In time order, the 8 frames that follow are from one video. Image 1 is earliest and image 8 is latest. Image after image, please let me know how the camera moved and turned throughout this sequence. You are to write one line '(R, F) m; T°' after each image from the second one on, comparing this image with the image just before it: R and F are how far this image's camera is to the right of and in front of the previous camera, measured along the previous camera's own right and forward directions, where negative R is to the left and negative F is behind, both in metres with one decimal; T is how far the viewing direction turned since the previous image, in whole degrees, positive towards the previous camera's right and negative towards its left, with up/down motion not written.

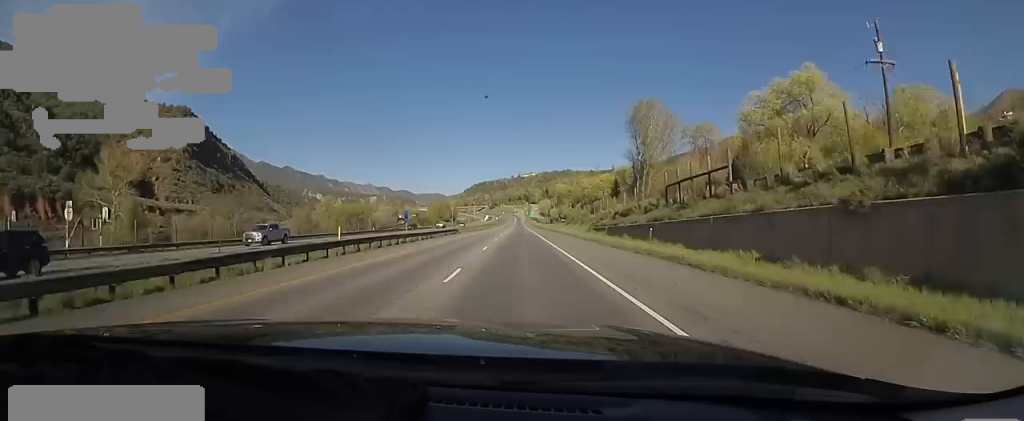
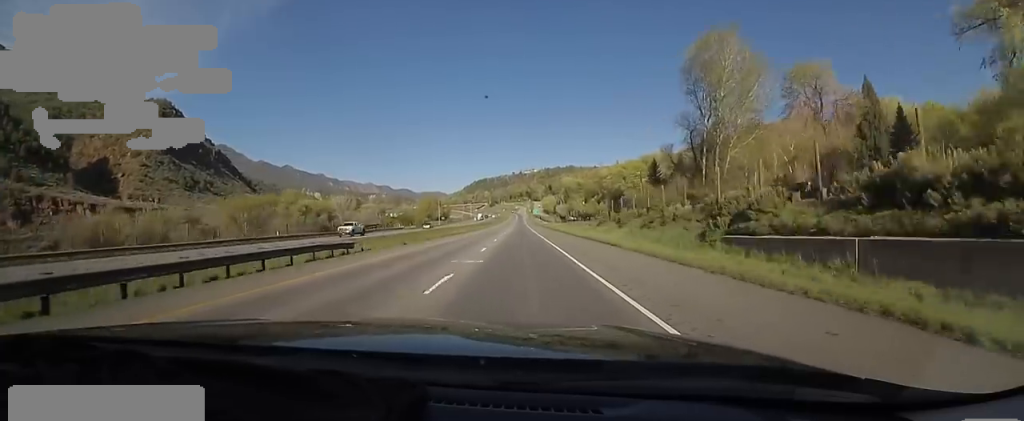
(-1.2, +37.6) m; 0°
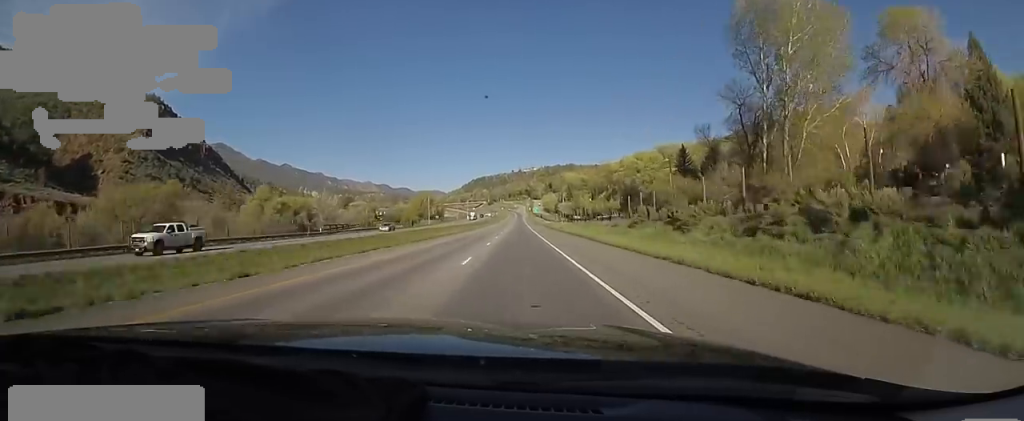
(+0.9, +17.8) m; 0°
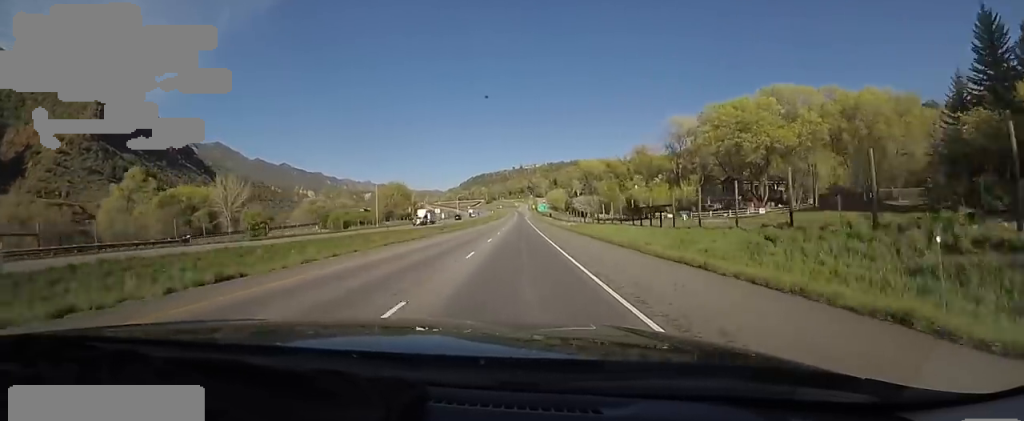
(-0.2, +57.8) m; 0°
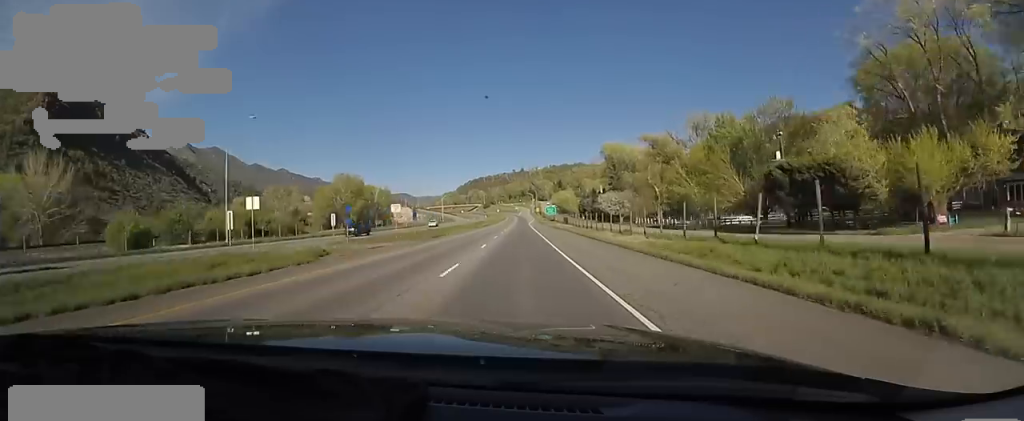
(-0.5, +52.6) m; 0°
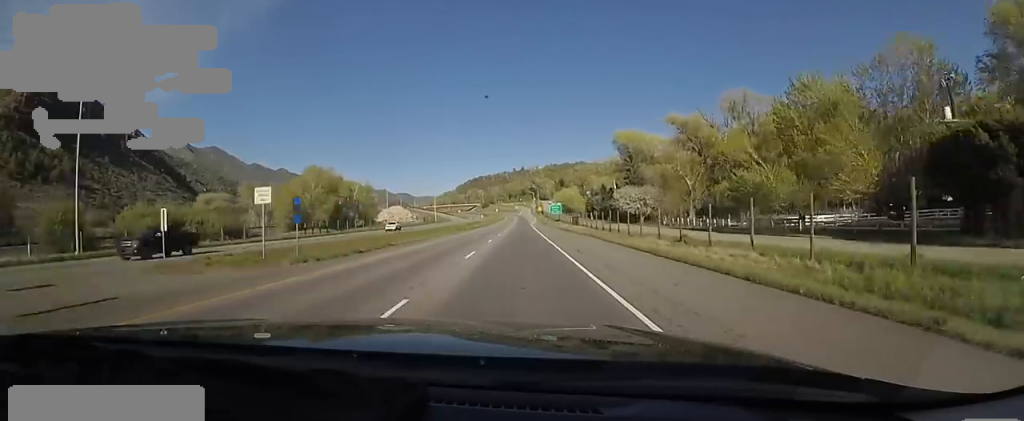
(+0.9, +18.7) m; 0°
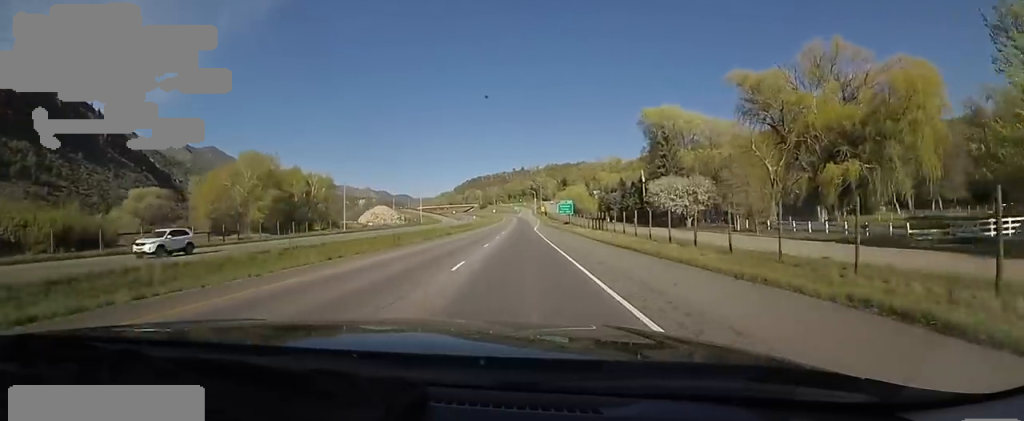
(-0.7, +27.0) m; -2°
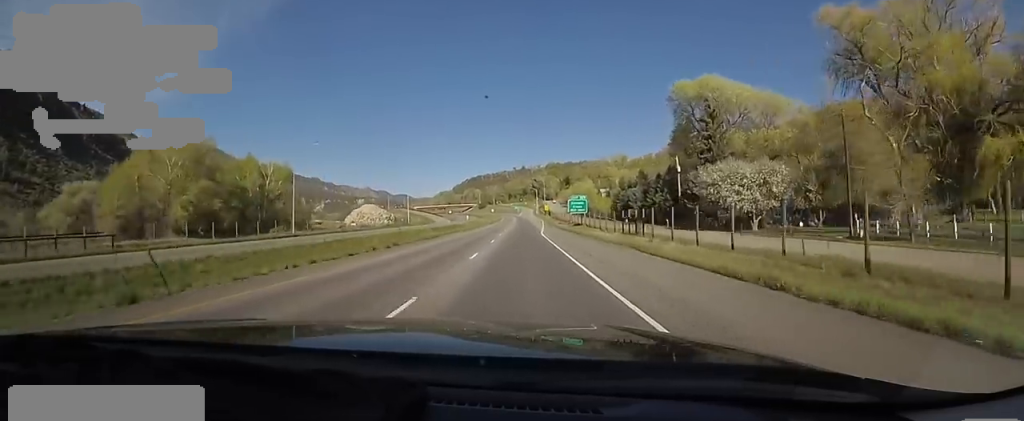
(-0.3, +19.7) m; 0°
